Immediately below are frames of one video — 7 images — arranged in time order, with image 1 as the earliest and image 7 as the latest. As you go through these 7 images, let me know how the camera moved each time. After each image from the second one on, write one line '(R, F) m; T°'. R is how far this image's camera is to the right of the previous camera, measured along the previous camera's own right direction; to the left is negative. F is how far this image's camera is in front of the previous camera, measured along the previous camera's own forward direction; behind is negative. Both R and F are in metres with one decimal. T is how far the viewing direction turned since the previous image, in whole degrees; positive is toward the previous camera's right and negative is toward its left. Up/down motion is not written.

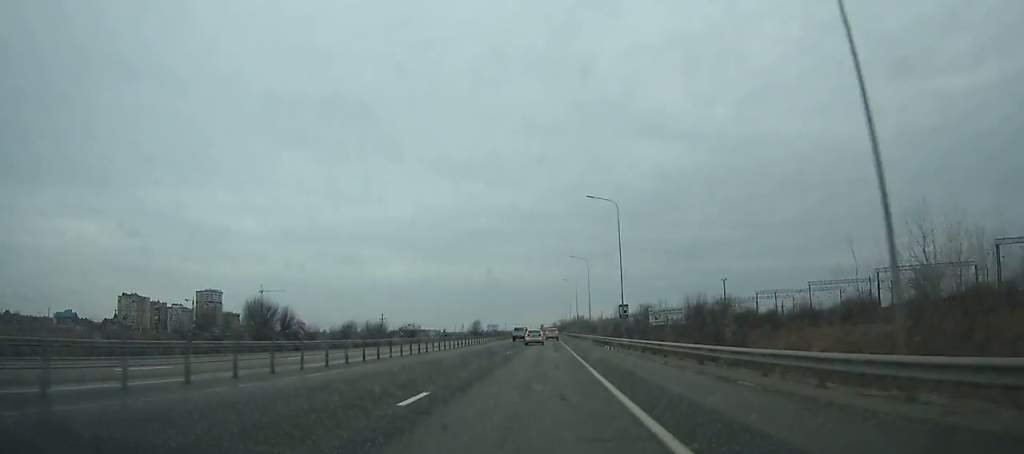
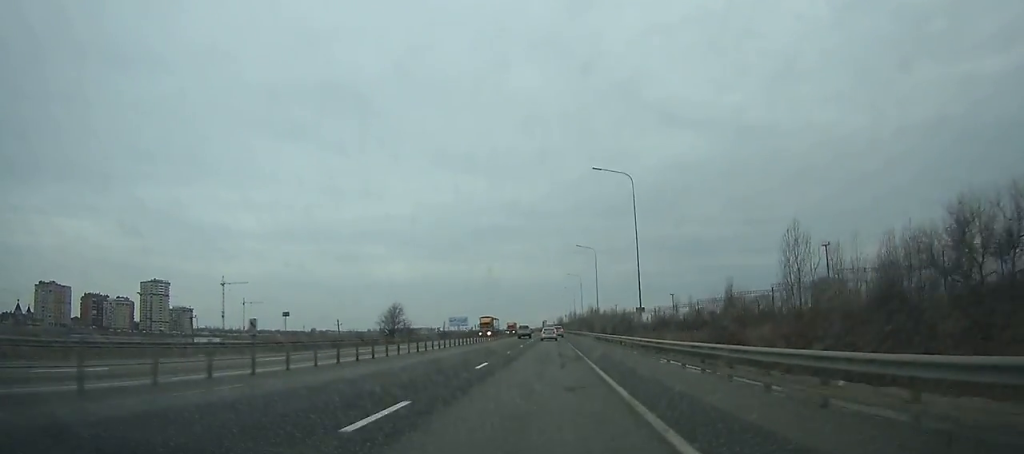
(-0.7, +122.5) m; 0°
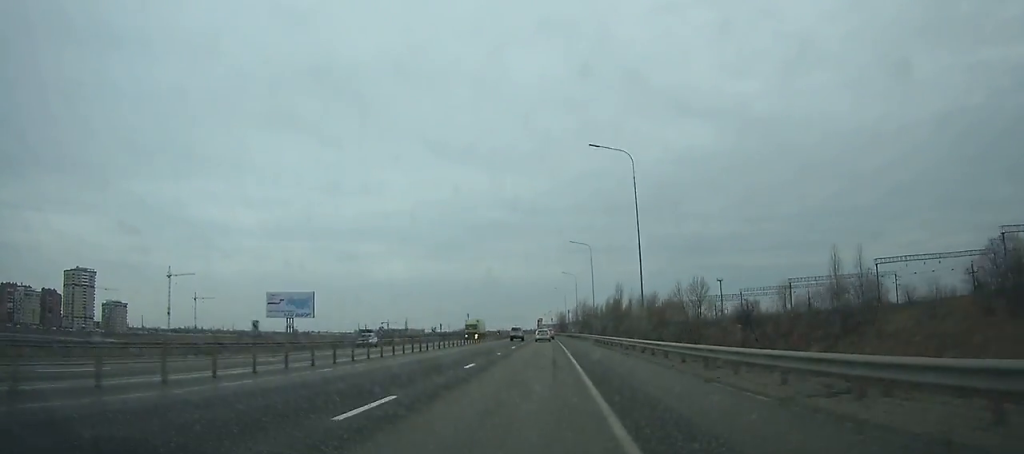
(+0.1, +116.1) m; 0°
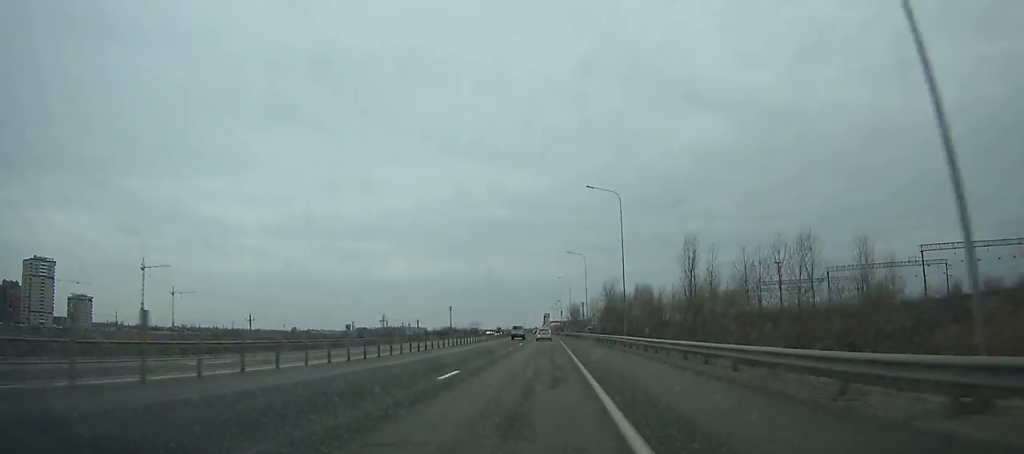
(-0.4, +63.0) m; -1°
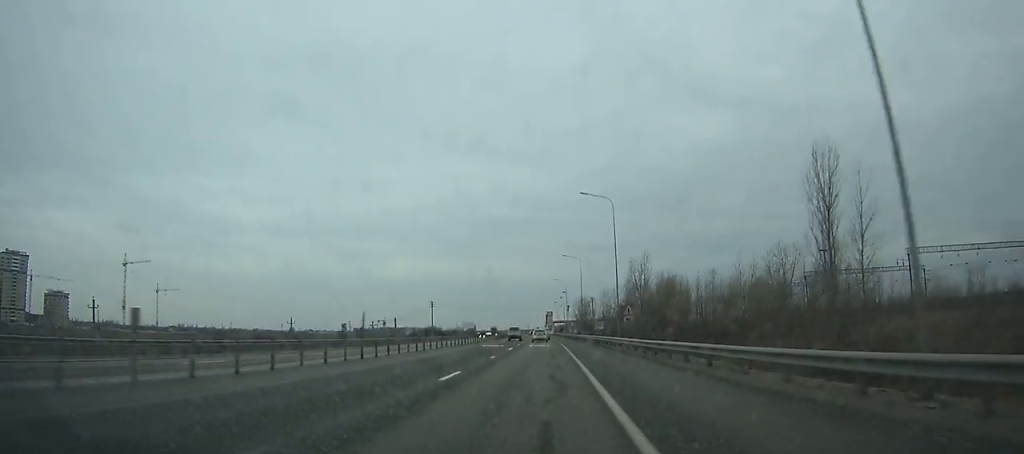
(-0.2, +35.2) m; -1°
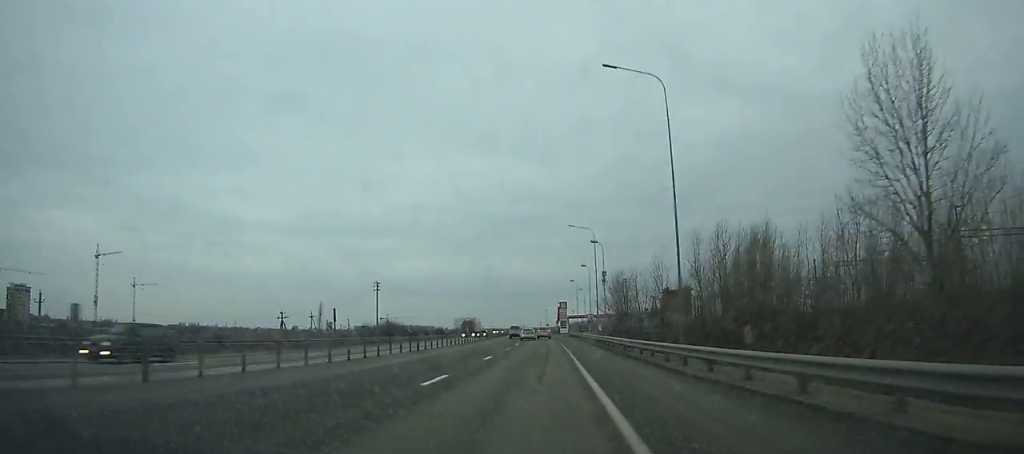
(-0.5, +60.7) m; -1°
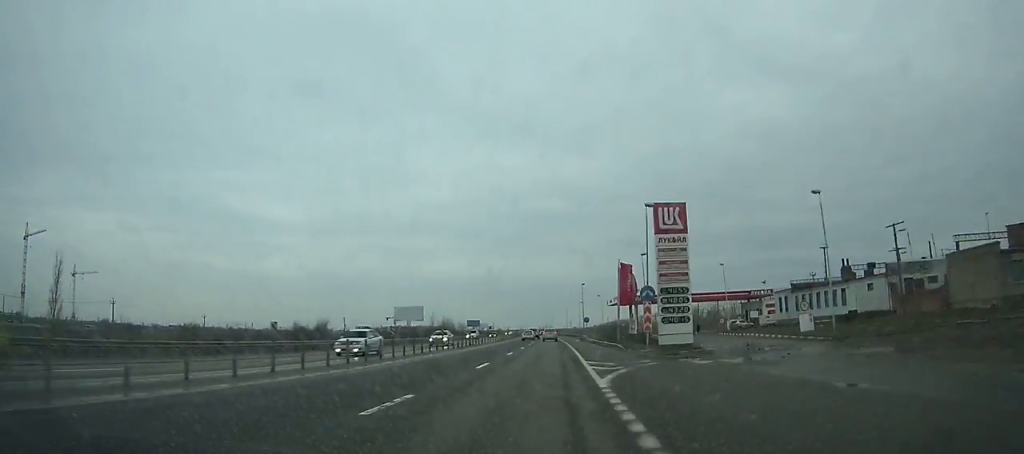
(-4.0, +126.9) m; -3°
